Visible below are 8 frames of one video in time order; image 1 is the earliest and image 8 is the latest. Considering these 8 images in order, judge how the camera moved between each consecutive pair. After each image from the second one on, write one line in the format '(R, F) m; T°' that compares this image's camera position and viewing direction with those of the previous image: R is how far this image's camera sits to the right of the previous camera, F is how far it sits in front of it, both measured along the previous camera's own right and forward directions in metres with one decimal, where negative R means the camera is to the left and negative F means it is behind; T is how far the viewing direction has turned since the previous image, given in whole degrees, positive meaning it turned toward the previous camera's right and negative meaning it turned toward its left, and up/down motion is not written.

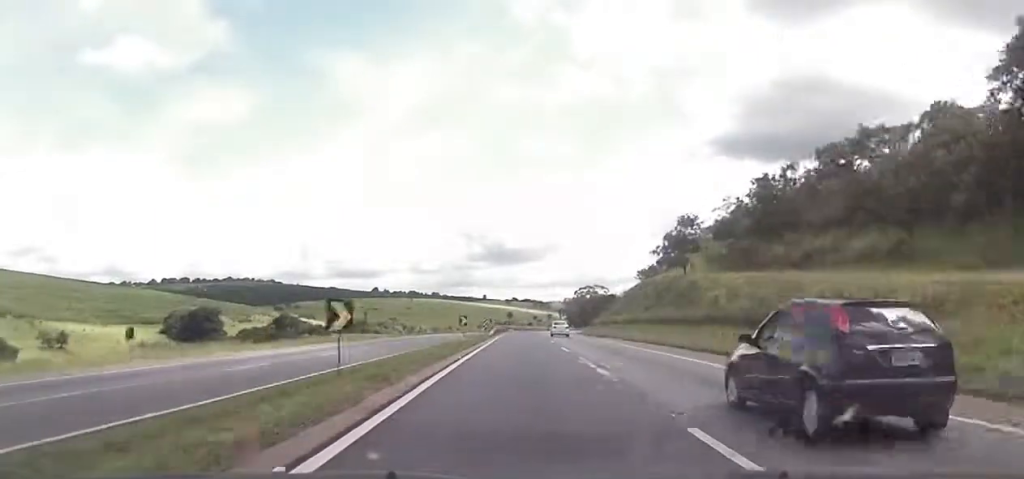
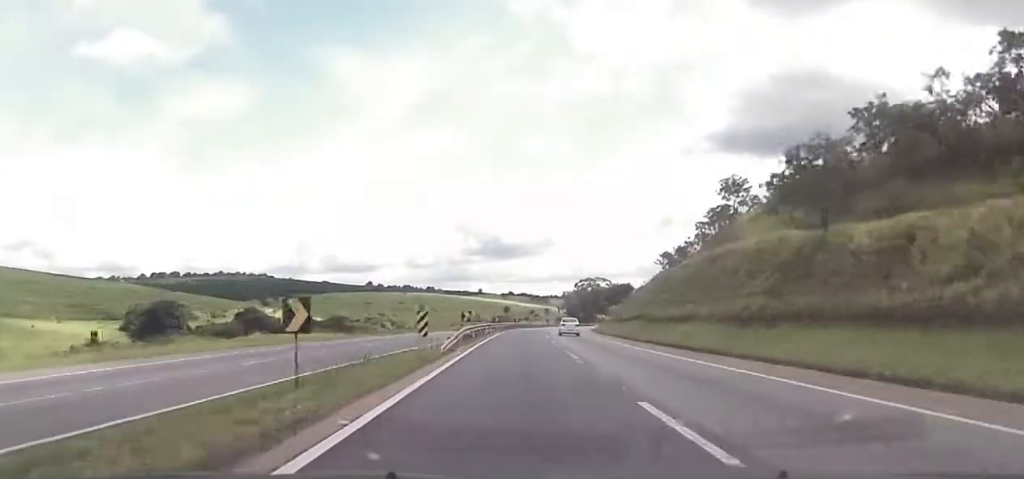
(-0.3, +31.7) m; 0°
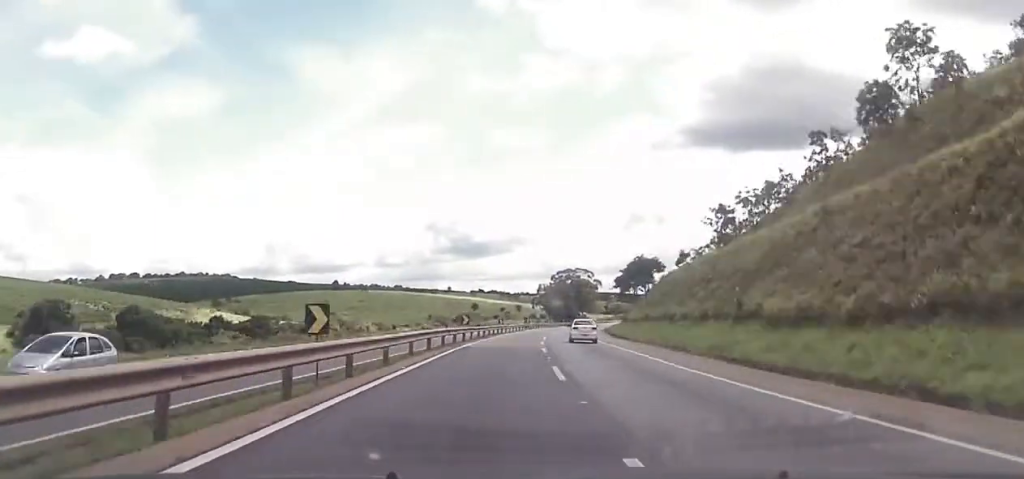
(+0.3, +57.4) m; +1°
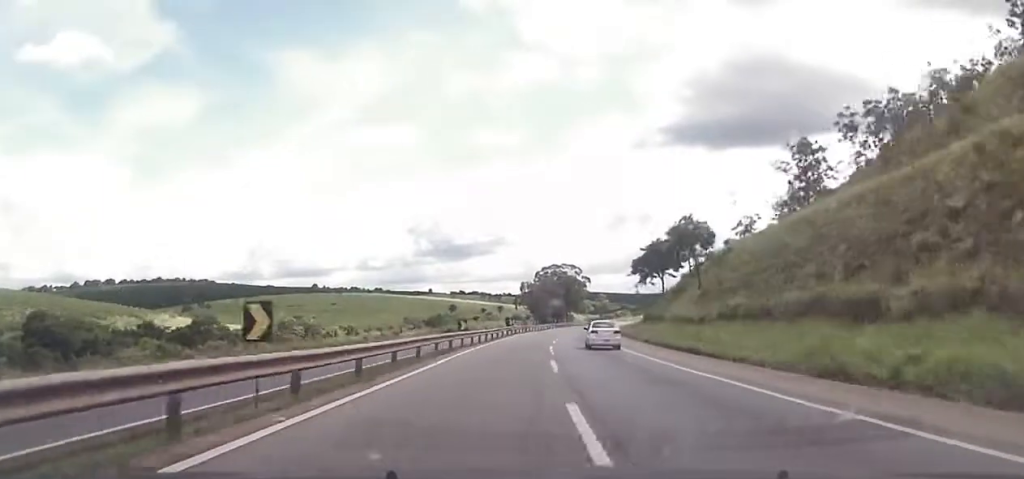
(+0.4, +32.0) m; +2°
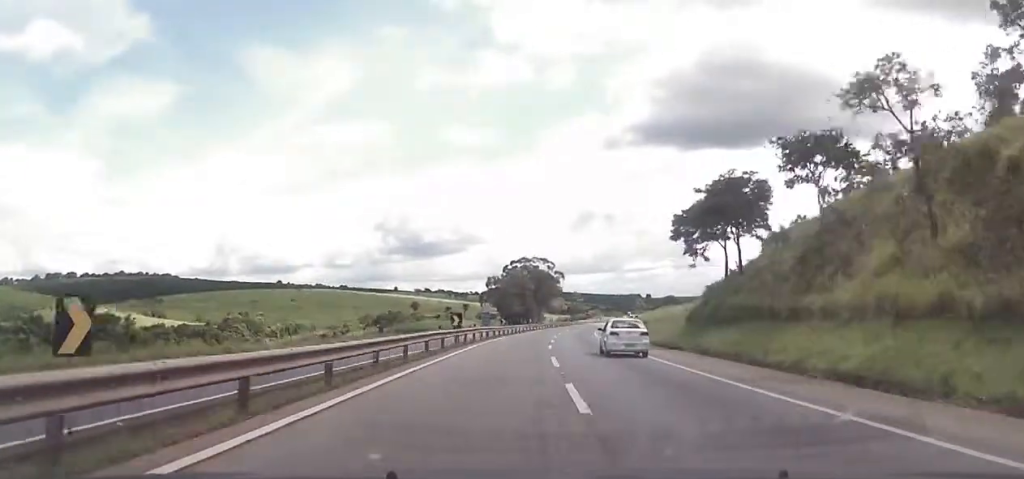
(+0.6, +34.2) m; +2°
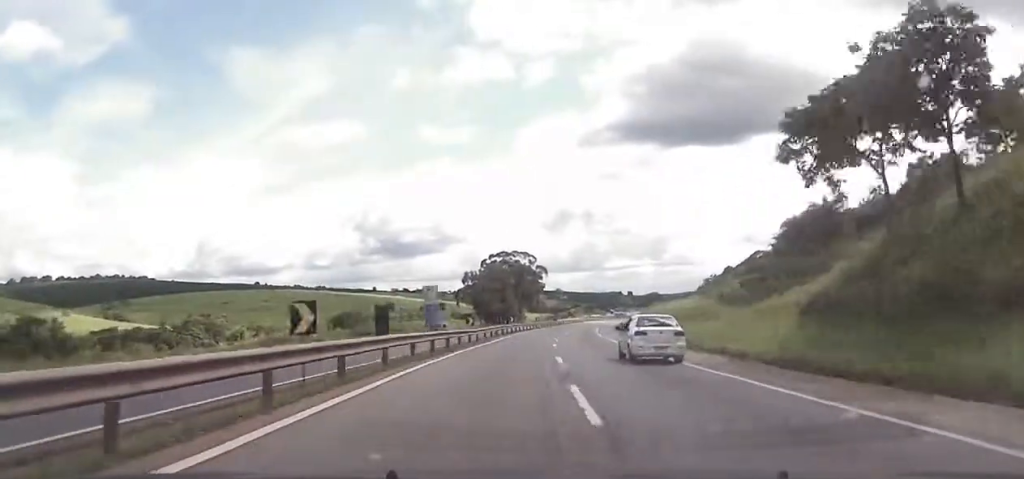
(+0.2, +23.1) m; +2°
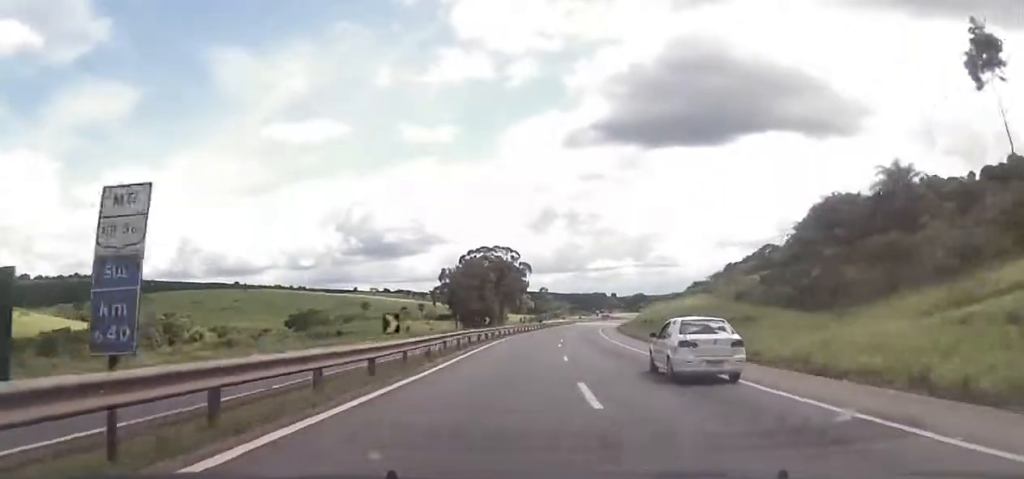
(+0.4, +22.0) m; +2°
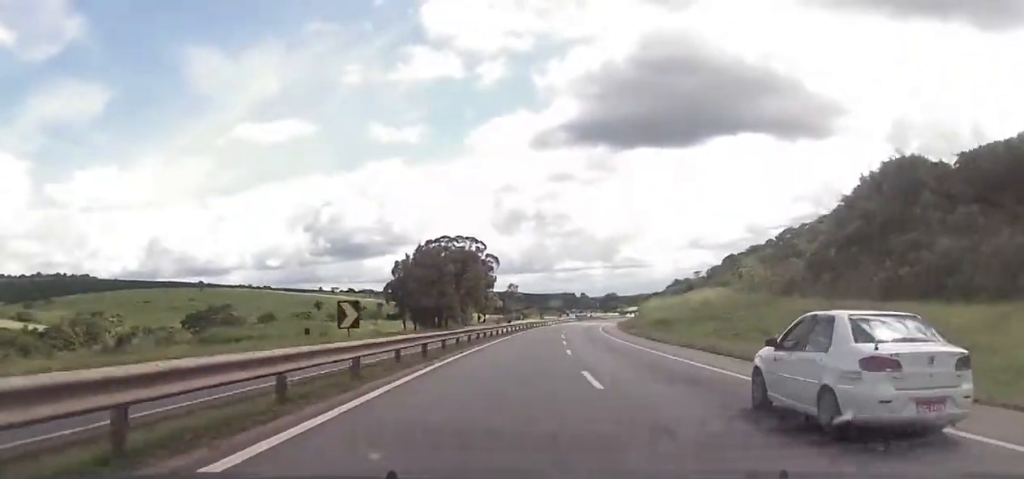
(+0.7, +34.2) m; +2°
